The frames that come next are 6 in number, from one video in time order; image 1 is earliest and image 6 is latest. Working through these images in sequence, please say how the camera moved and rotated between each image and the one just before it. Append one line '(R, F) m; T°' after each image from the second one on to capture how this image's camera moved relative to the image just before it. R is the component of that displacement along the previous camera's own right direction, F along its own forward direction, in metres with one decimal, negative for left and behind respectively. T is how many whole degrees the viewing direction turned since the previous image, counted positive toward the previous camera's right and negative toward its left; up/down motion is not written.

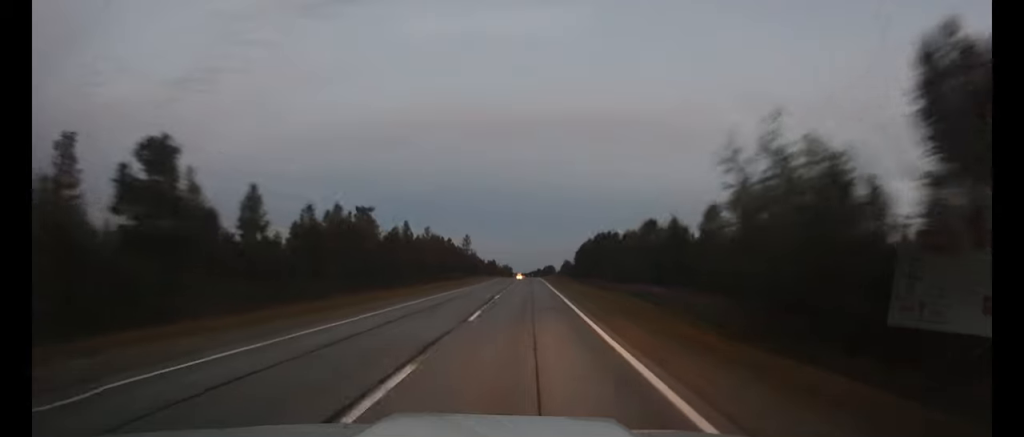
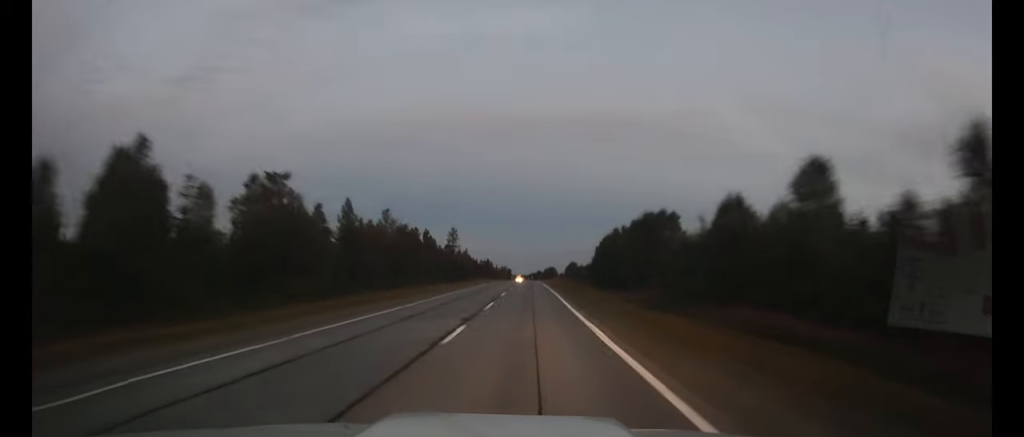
(-0.1, +29.4) m; 0°
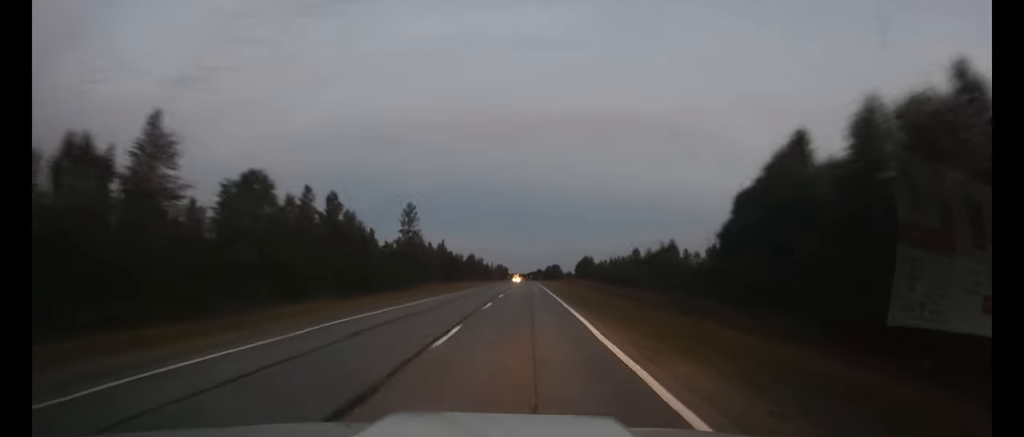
(+0.1, +47.9) m; 0°
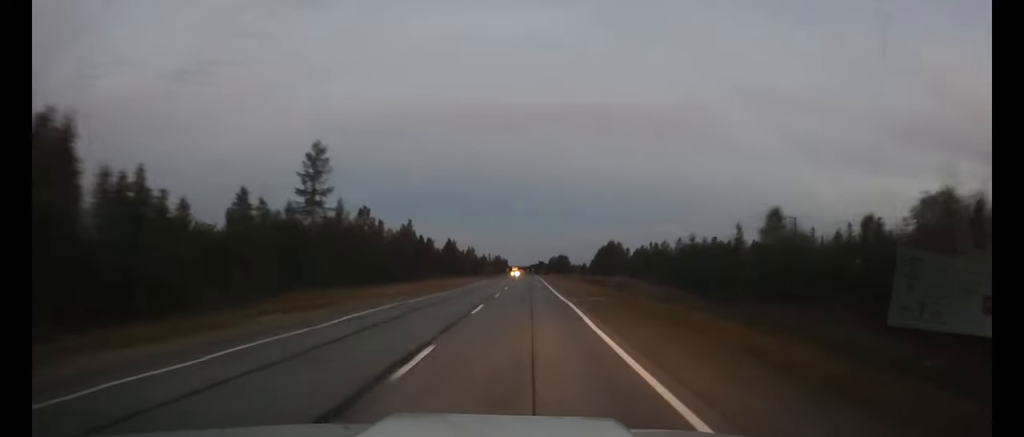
(0.0, +40.3) m; 0°
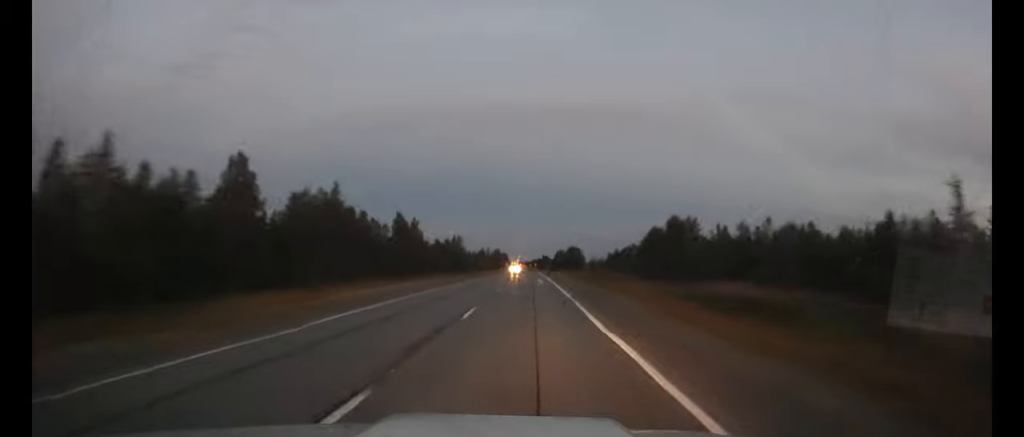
(-0.1, +40.6) m; 0°
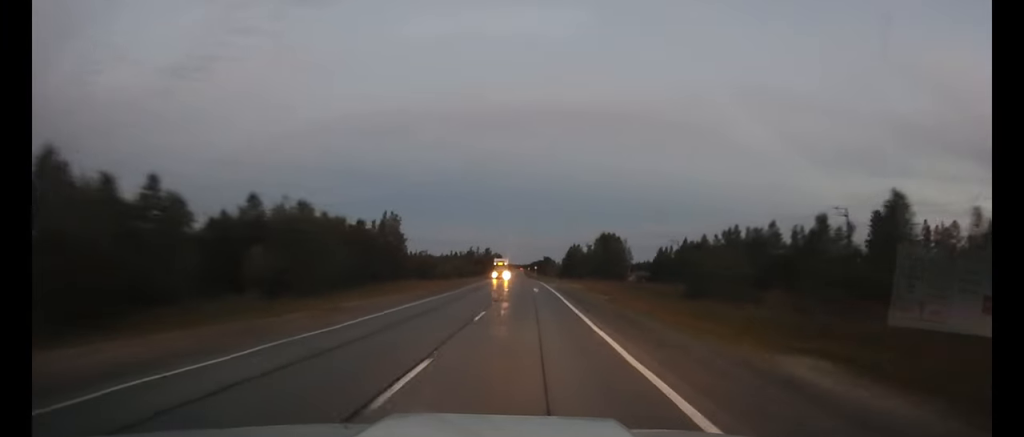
(0.0, +69.9) m; 0°
